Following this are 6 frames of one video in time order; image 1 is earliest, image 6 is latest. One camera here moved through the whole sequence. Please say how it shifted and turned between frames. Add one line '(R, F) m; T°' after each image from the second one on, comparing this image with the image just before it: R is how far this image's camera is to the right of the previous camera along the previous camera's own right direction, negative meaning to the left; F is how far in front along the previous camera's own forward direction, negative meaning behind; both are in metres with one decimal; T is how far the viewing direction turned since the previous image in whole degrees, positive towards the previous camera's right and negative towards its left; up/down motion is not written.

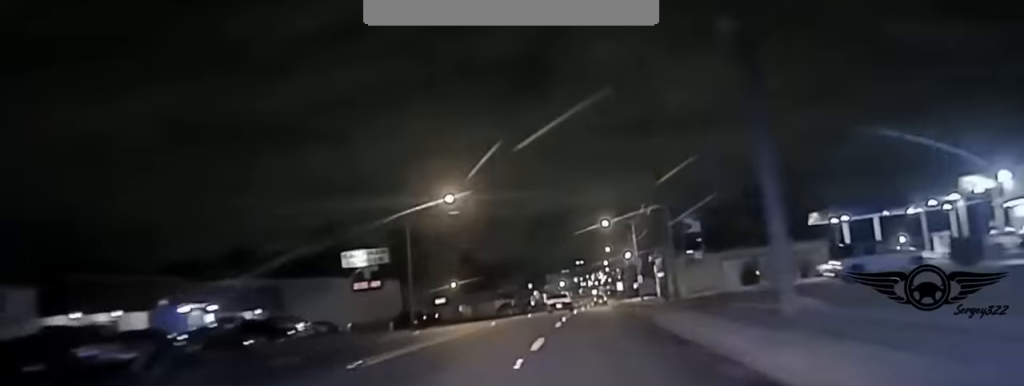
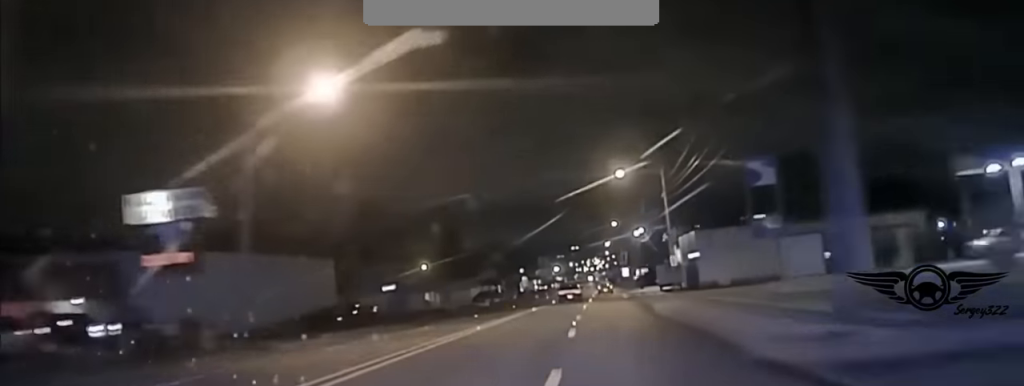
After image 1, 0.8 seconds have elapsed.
(-0.1, +27.9) m; 0°
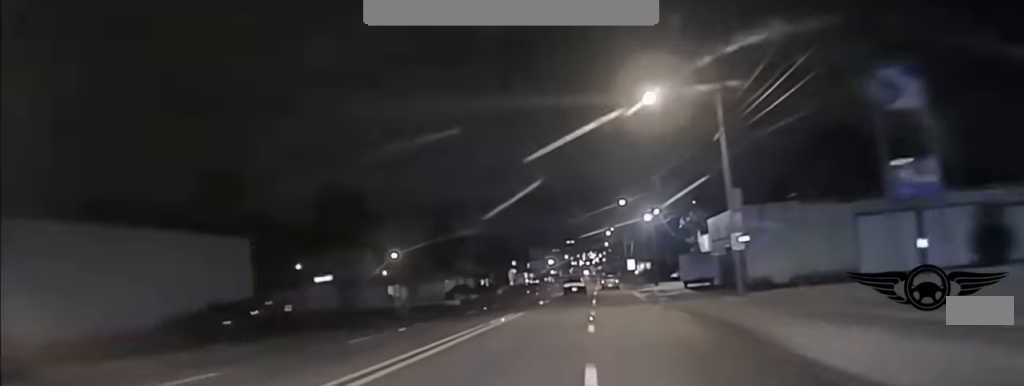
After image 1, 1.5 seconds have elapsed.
(-0.1, +21.6) m; +1°
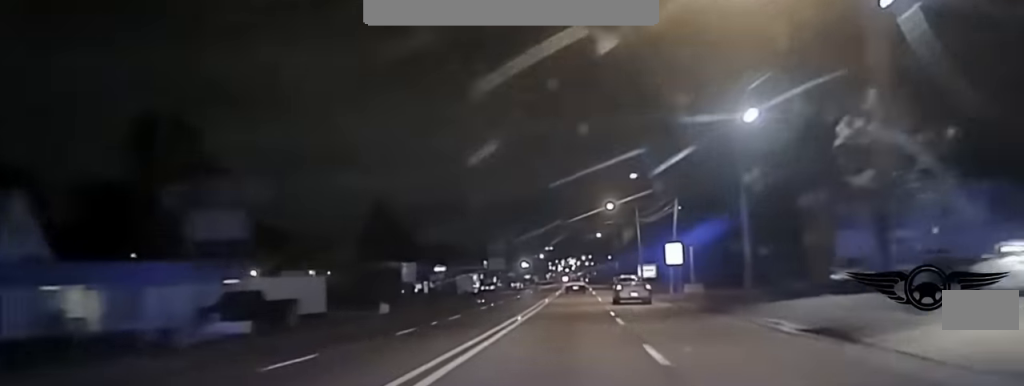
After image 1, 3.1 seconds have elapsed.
(+1.5, +71.1) m; +2°
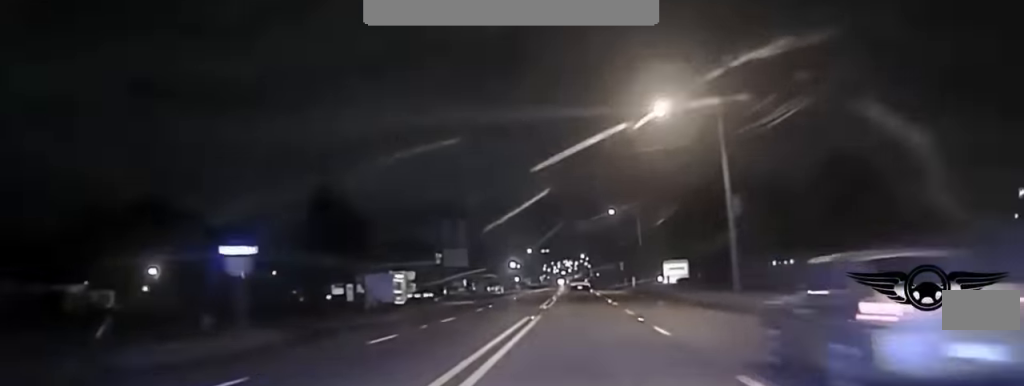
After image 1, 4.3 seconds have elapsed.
(0.0, +62.2) m; 0°
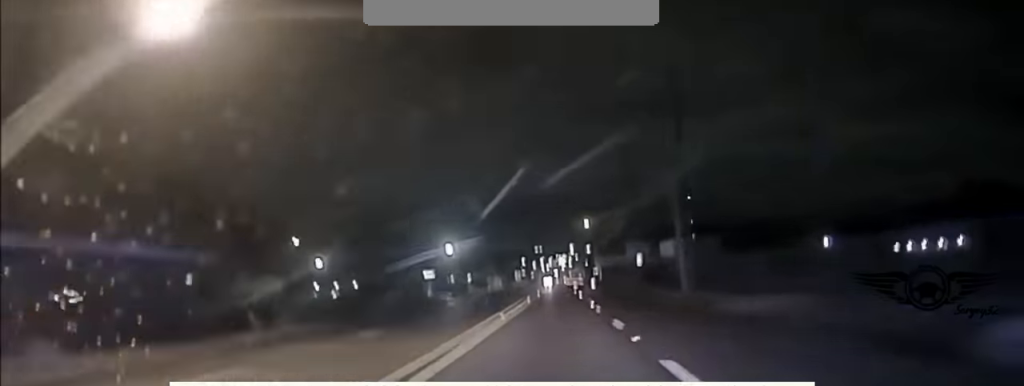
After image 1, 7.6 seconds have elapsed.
(+0.4, +160.7) m; 0°
